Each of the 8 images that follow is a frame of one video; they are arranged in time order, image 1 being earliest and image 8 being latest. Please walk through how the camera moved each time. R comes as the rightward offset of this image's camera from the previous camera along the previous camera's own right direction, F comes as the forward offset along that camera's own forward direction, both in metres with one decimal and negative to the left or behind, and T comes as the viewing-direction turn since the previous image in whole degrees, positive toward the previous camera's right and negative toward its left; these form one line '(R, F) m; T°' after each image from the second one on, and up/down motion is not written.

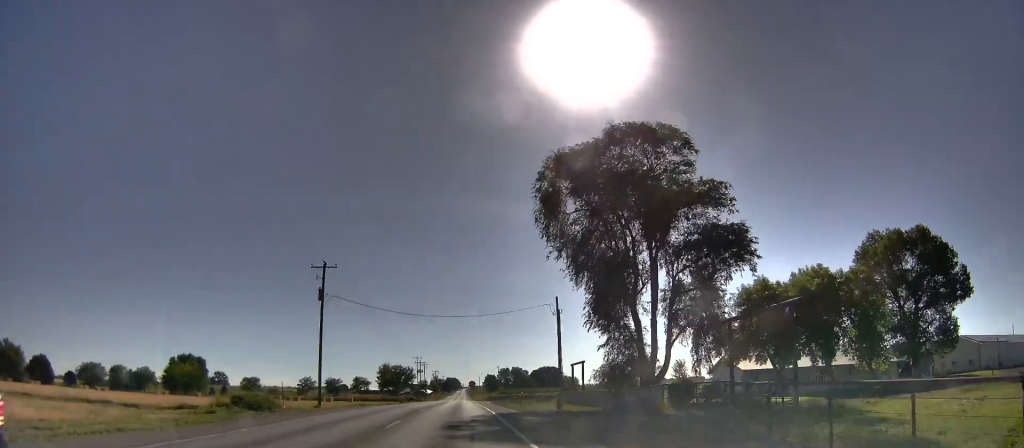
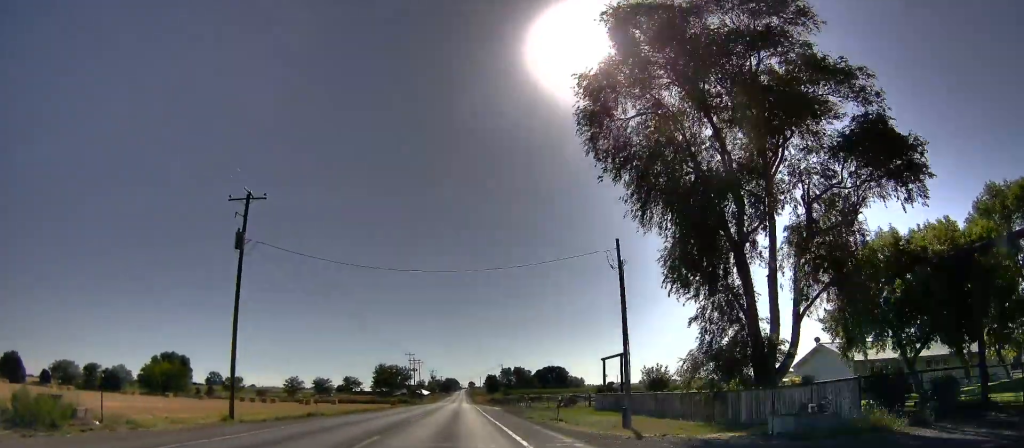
(0.0, +20.5) m; 0°
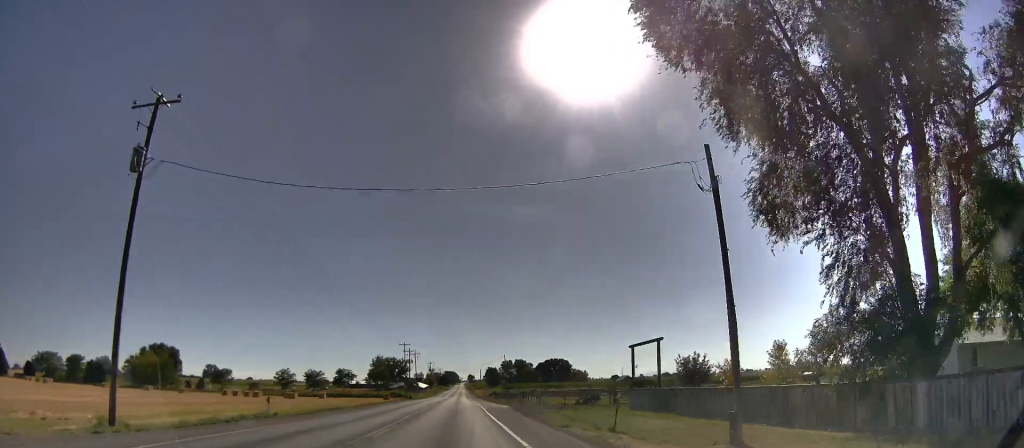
(0.0, +12.2) m; 0°
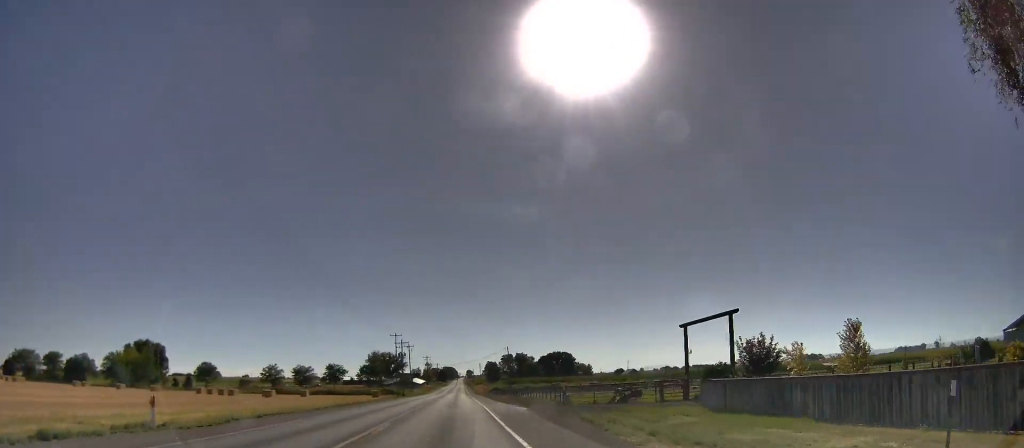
(-0.1, +14.5) m; +2°
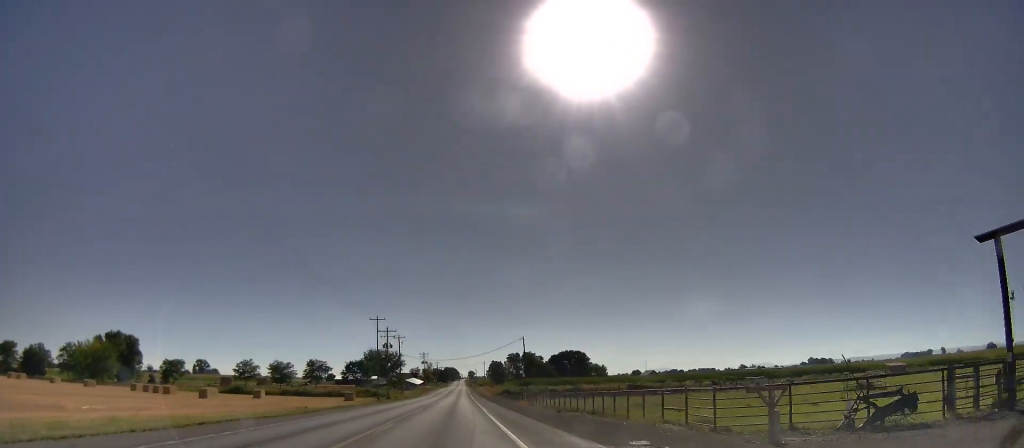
(+1.0, +29.2) m; -2°
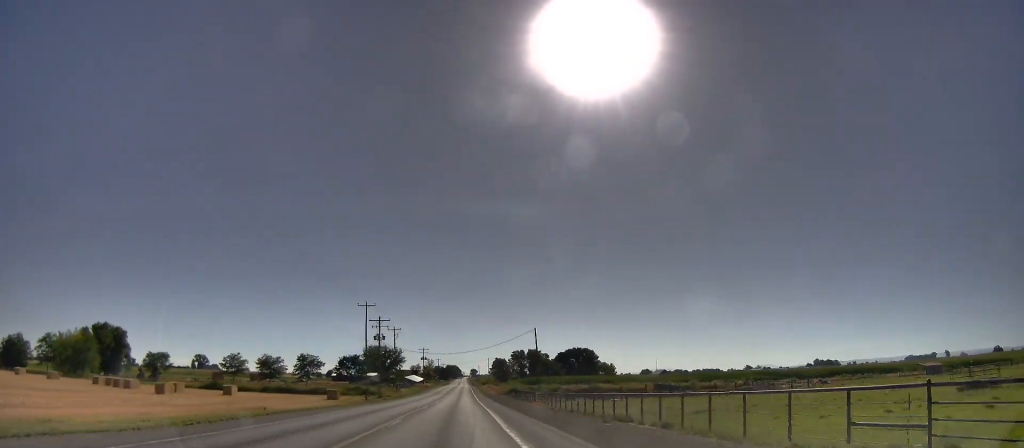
(-1.2, +13.0) m; 0°
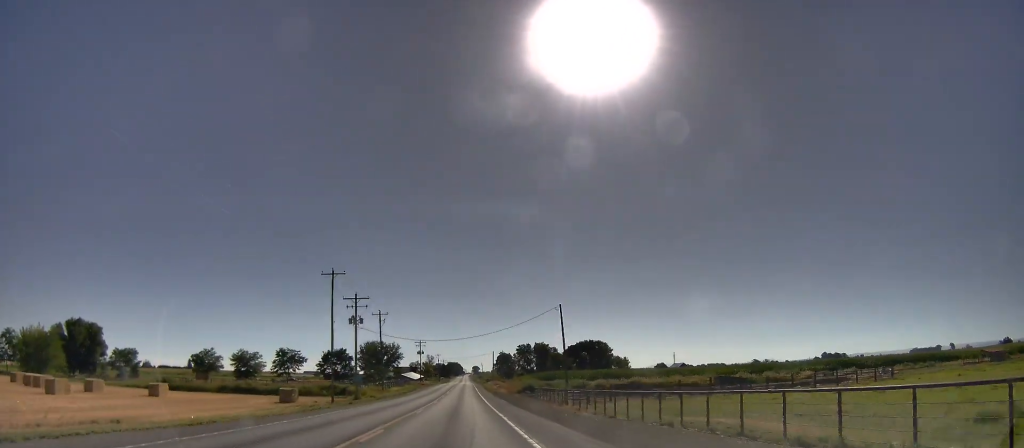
(+0.3, +21.5) m; +1°
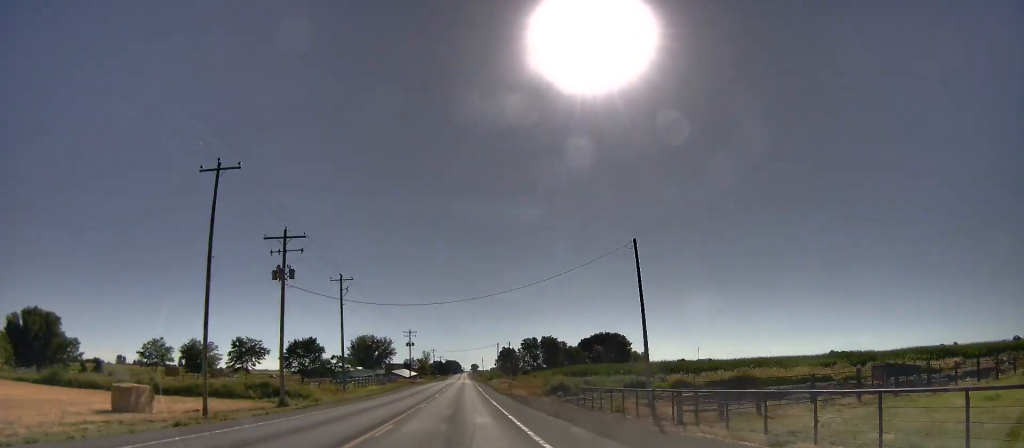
(+0.3, +29.1) m; -1°
